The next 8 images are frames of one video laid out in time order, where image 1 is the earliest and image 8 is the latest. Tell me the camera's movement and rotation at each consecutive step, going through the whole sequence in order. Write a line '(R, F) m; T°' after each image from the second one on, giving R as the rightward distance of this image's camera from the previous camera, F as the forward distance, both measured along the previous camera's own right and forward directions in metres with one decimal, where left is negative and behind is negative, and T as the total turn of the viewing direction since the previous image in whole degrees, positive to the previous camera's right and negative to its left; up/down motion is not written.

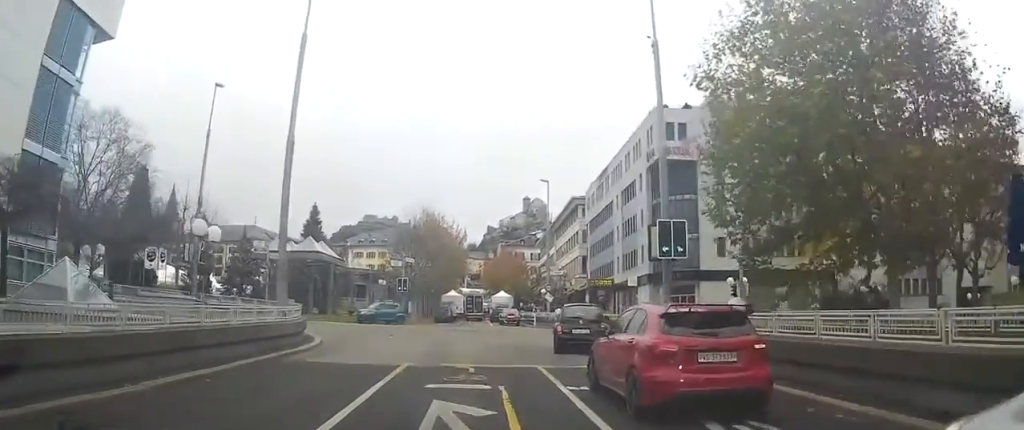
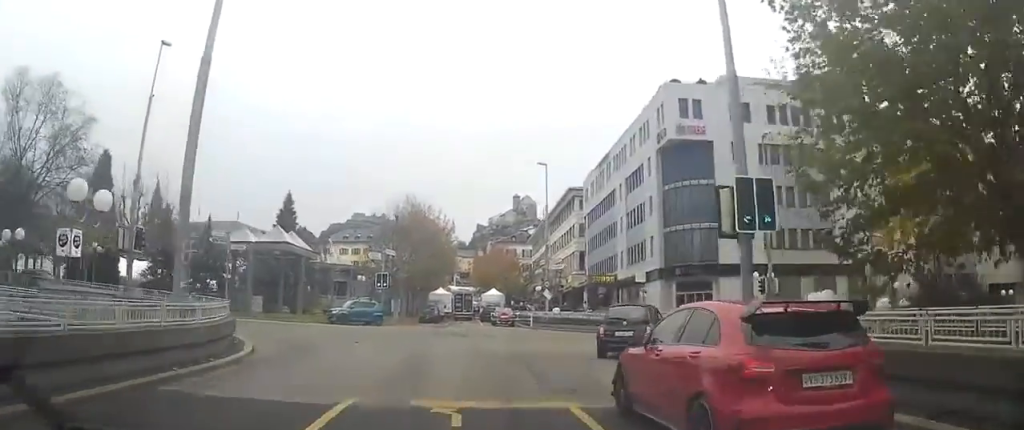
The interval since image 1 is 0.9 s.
(+0.4, +6.1) m; +4°
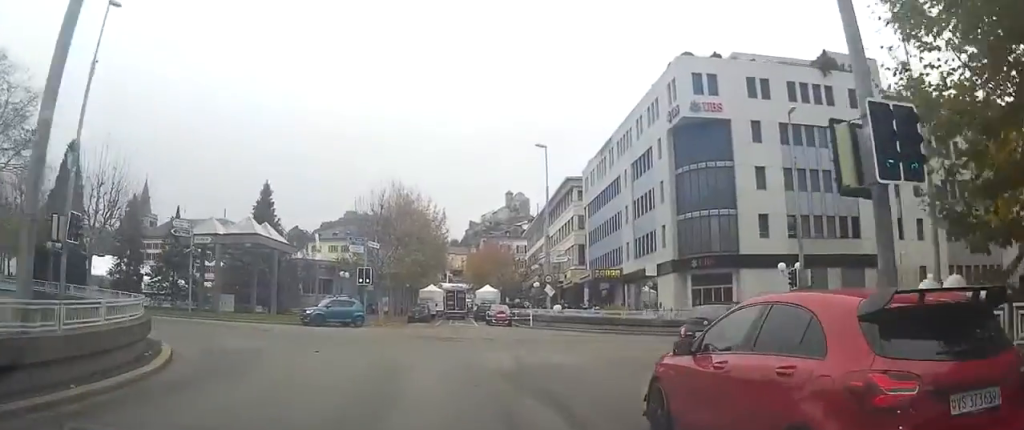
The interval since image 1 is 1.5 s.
(+0.3, +4.7) m; +1°
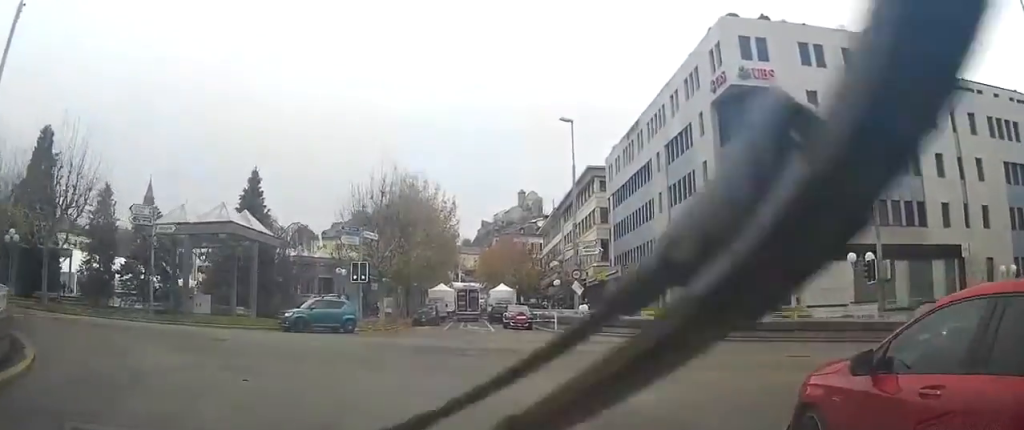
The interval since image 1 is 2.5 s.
(-0.4, +6.2) m; -7°
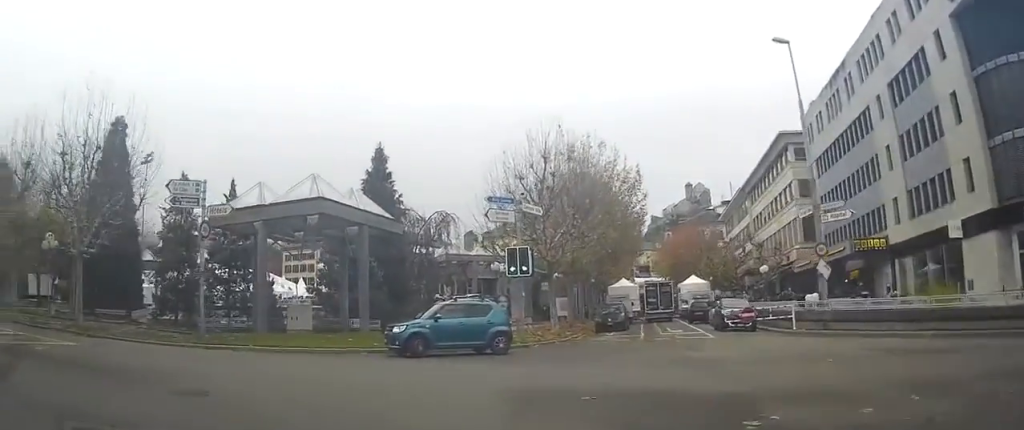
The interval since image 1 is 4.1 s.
(-1.5, +10.2) m; -21°
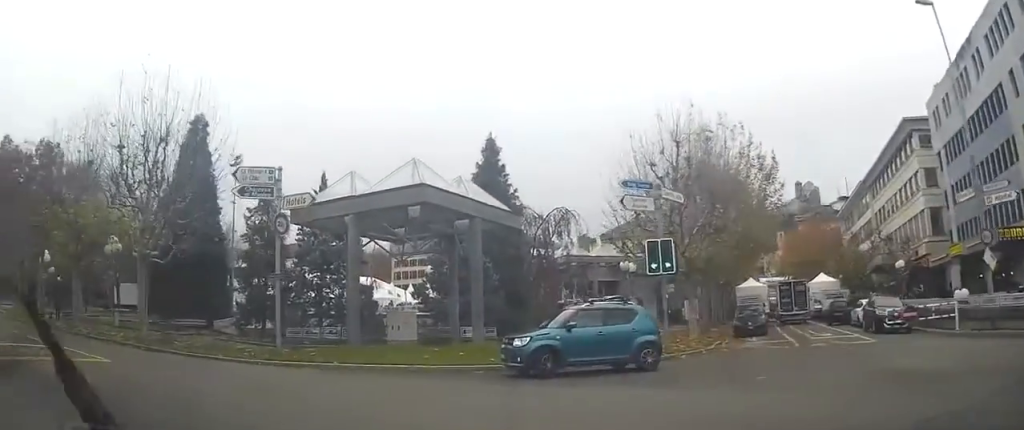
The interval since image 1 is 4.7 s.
(-0.3, +3.3) m; -11°
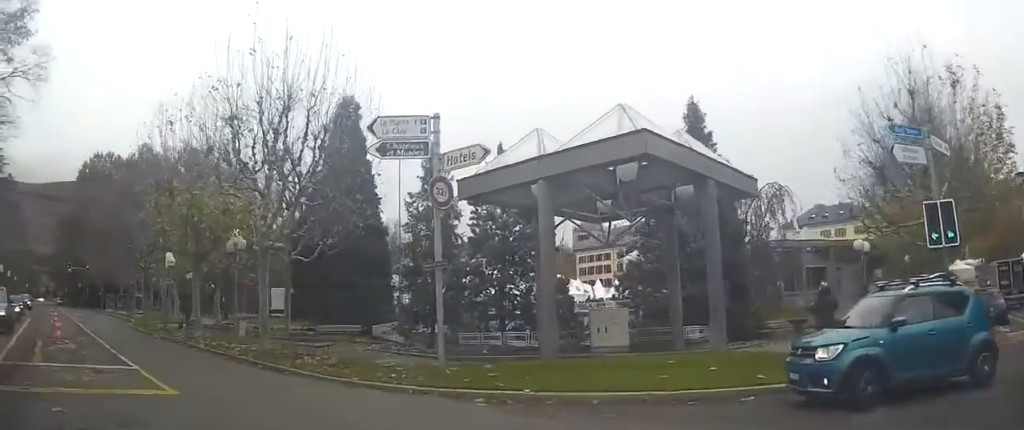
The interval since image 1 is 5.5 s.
(-0.4, +4.5) m; -18°
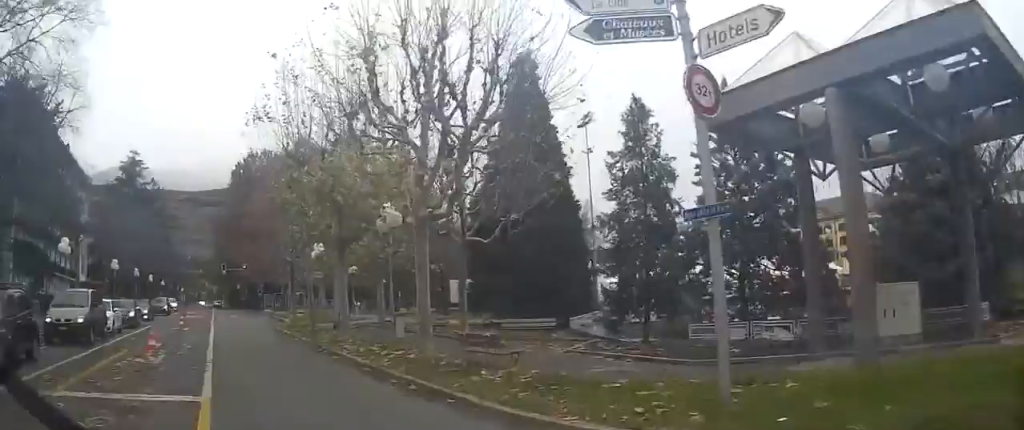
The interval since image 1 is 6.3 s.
(-0.9, +4.6) m; -17°
